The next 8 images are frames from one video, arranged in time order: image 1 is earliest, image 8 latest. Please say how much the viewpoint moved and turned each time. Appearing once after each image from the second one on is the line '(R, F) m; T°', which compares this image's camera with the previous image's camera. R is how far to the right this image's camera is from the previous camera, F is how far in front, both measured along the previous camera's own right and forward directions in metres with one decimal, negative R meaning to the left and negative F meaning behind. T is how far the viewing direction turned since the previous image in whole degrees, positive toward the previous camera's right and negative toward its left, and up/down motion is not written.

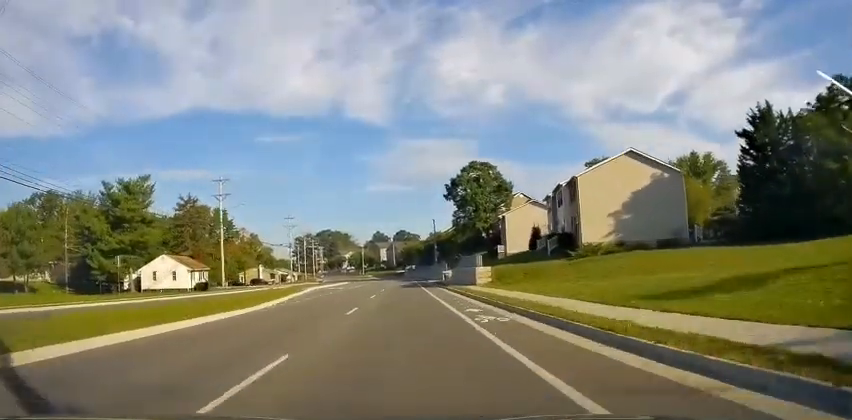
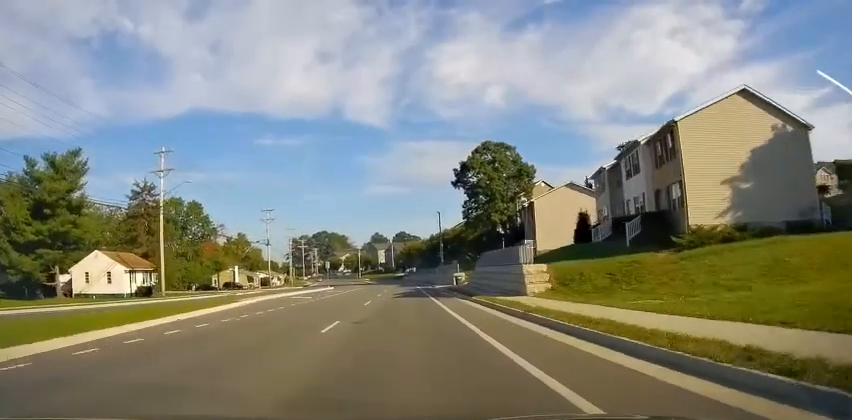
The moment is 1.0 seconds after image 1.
(0.0, +17.0) m; 0°
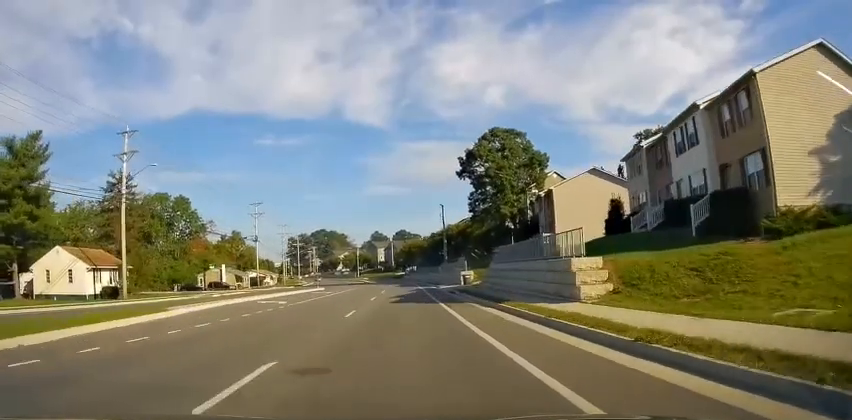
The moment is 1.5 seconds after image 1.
(0.0, +7.2) m; 0°
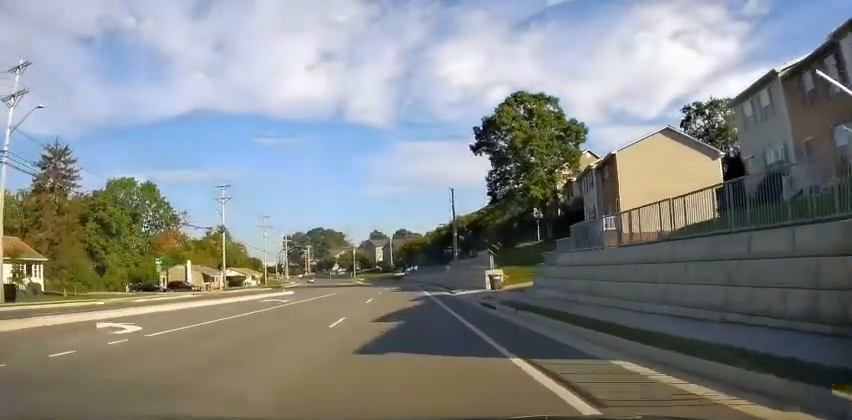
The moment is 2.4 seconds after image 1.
(0.0, +15.7) m; 0°
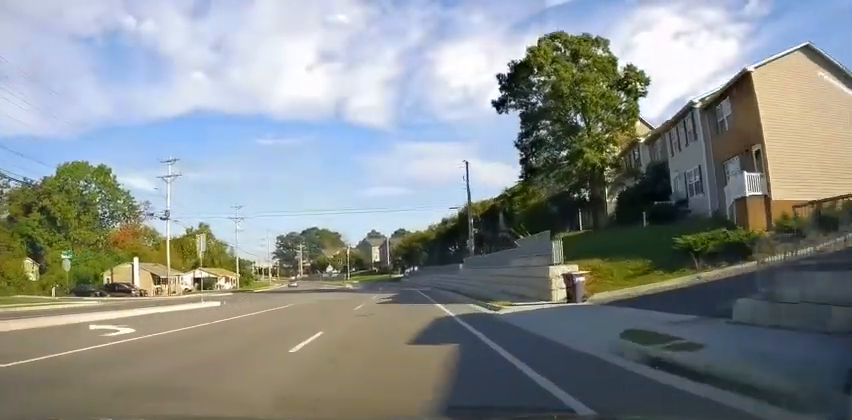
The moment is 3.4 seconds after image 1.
(0.0, +16.4) m; 0°
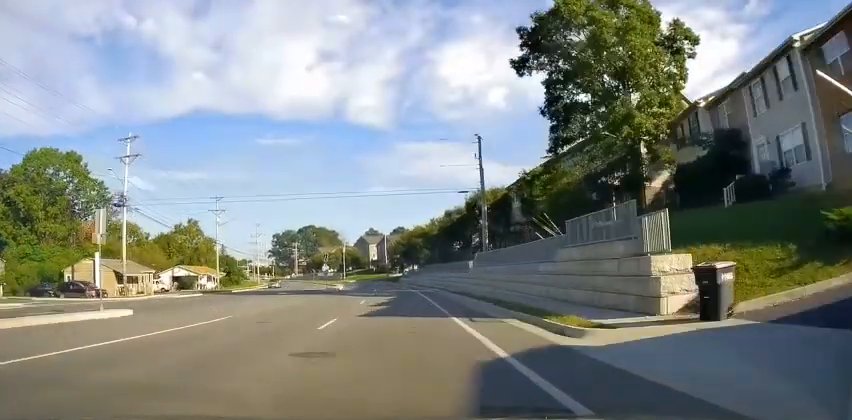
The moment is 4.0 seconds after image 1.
(0.0, +8.5) m; 0°
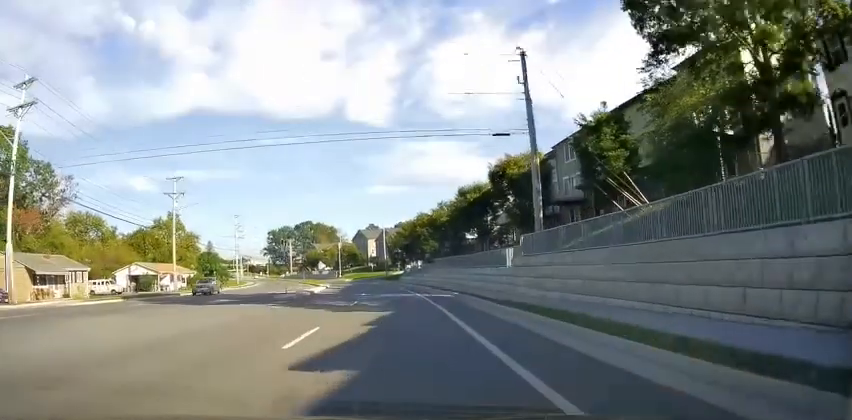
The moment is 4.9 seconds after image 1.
(0.0, +15.4) m; 0°
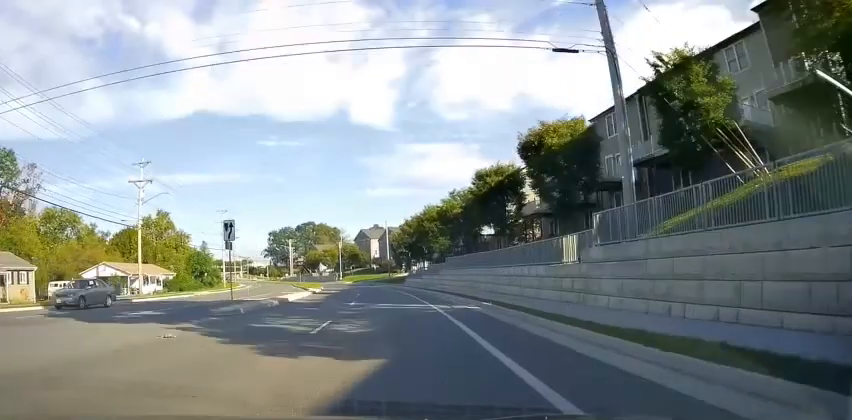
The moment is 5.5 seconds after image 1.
(0.0, +9.6) m; 0°
